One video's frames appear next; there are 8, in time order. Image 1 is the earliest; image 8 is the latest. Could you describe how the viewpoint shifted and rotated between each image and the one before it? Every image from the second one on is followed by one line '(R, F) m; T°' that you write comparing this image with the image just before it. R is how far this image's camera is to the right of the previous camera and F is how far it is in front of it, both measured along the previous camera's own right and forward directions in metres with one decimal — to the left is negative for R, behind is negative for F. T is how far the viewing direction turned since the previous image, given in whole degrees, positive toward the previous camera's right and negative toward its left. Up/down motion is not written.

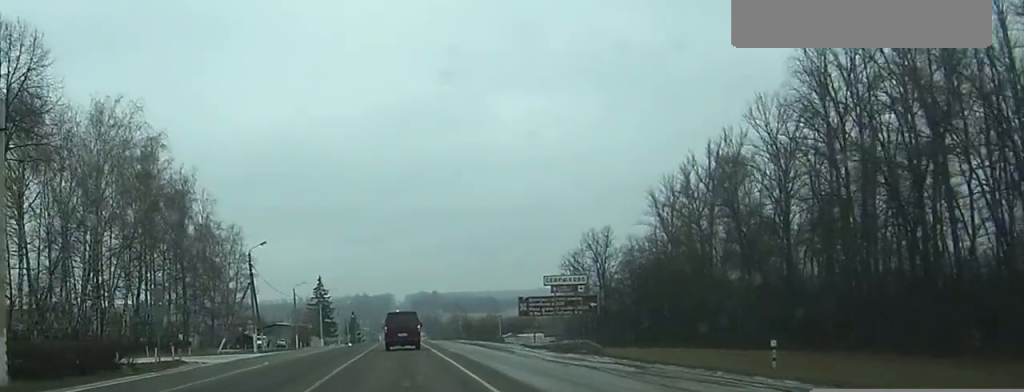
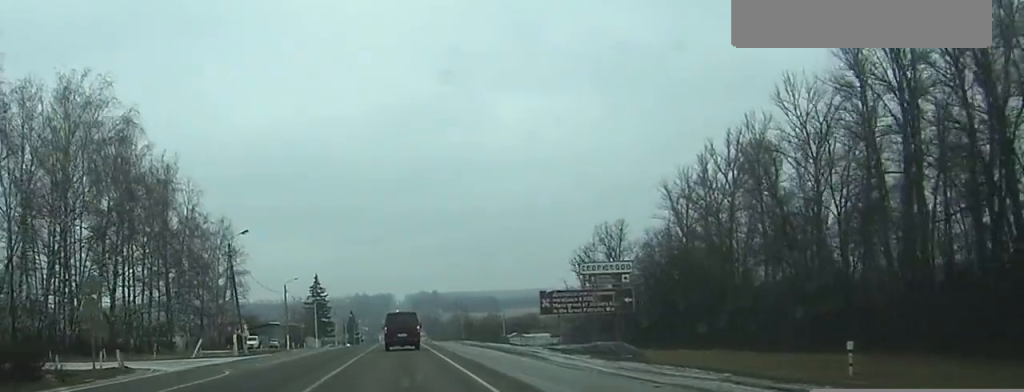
(0.0, +8.5) m; 0°
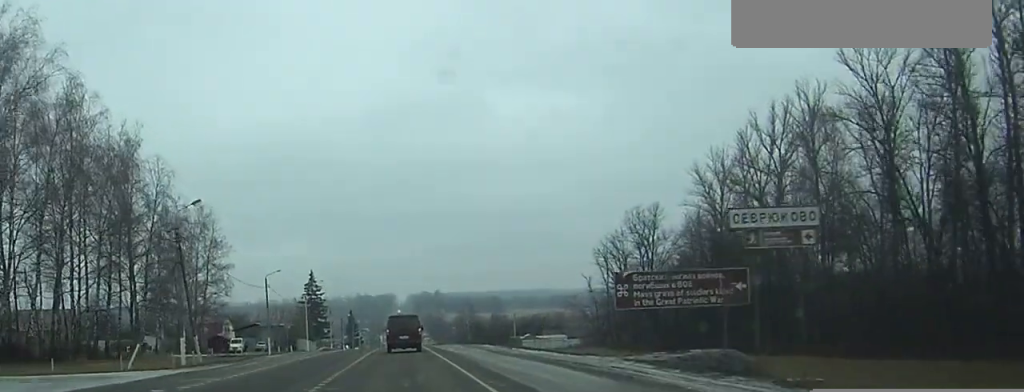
(0.0, +15.7) m; 0°
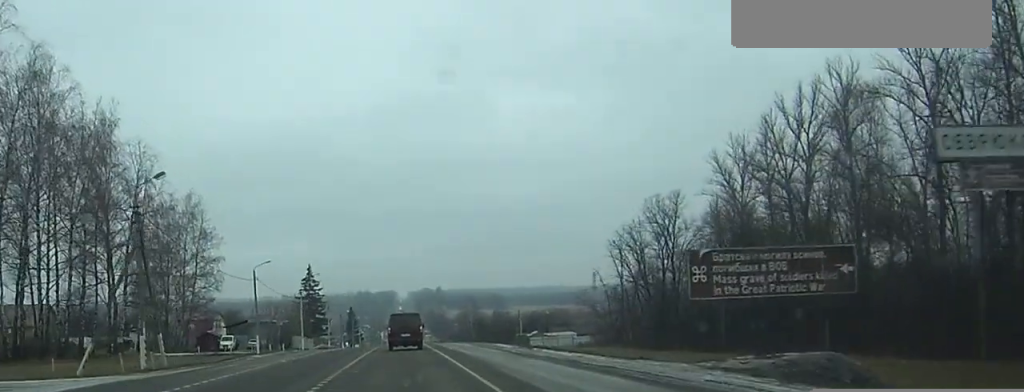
(0.0, +7.8) m; 0°
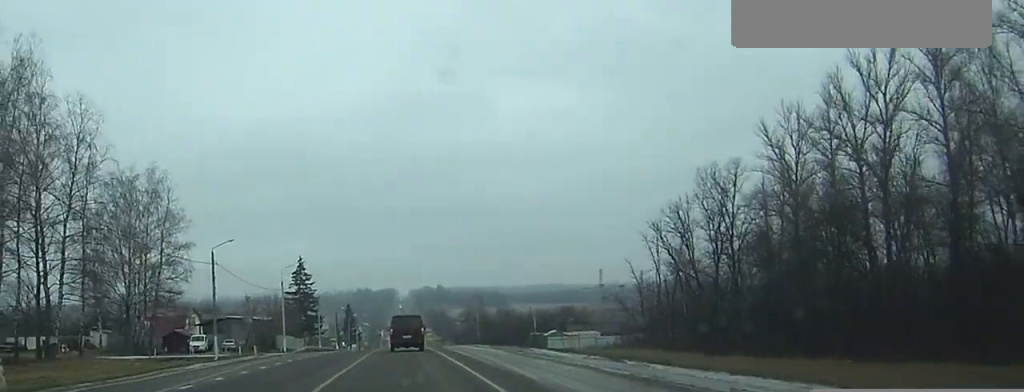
(0.0, +17.9) m; 0°
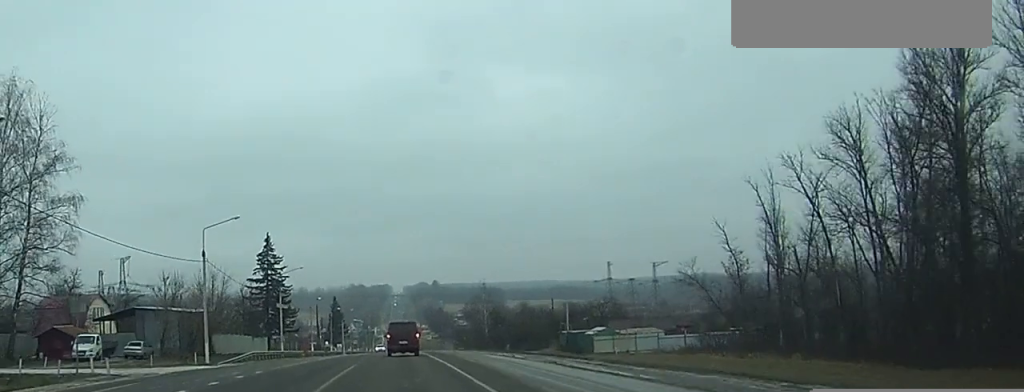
(+0.3, +36.1) m; +1°
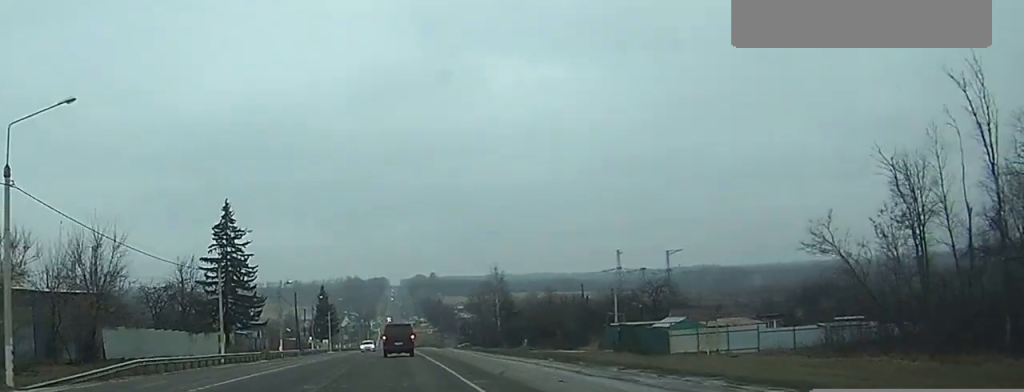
(0.0, +30.2) m; 0°
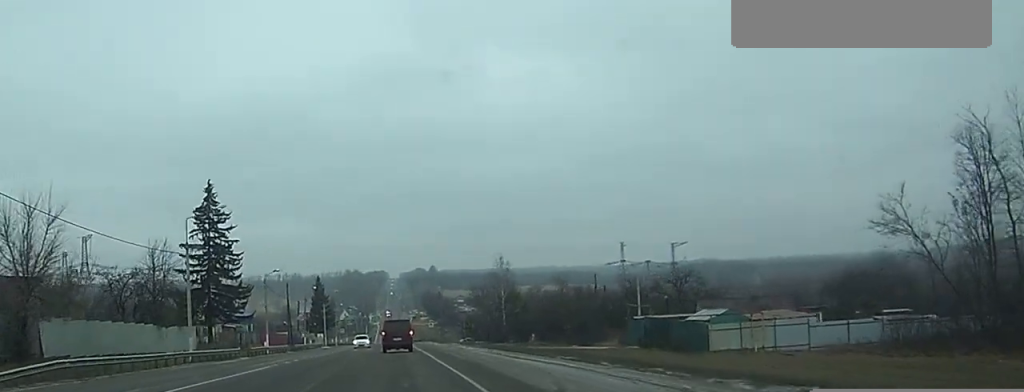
(0.0, +9.6) m; 0°
